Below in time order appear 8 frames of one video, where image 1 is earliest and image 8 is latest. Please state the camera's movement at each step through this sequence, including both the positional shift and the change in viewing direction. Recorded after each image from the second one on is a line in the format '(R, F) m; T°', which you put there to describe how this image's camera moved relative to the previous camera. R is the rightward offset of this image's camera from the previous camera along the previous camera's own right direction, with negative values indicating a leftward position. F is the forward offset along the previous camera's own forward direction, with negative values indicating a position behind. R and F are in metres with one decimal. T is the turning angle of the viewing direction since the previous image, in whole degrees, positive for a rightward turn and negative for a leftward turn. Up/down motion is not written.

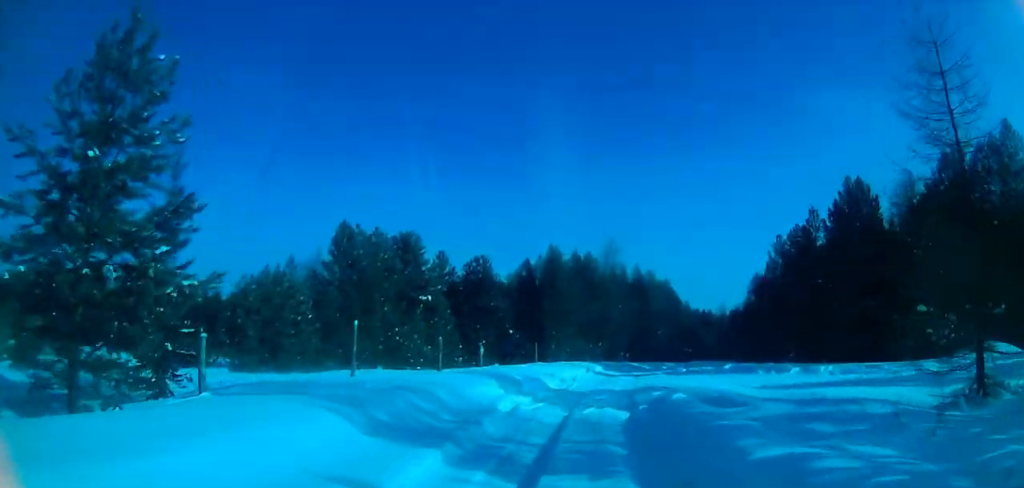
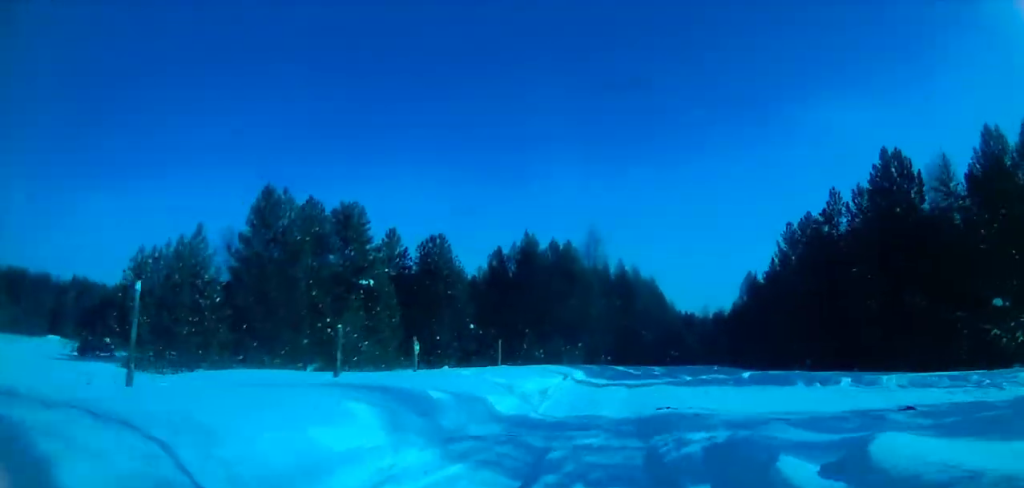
(0.0, +8.7) m; 0°
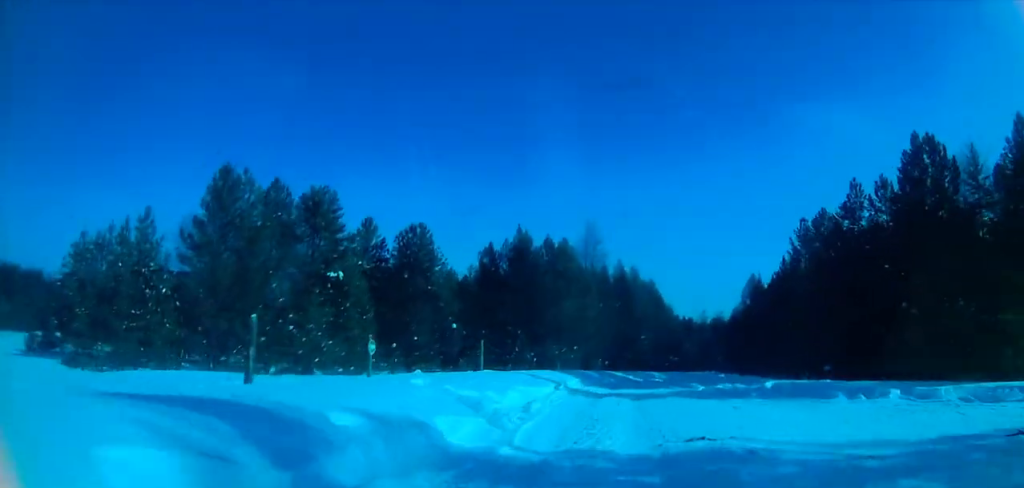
(0.0, +4.4) m; 0°
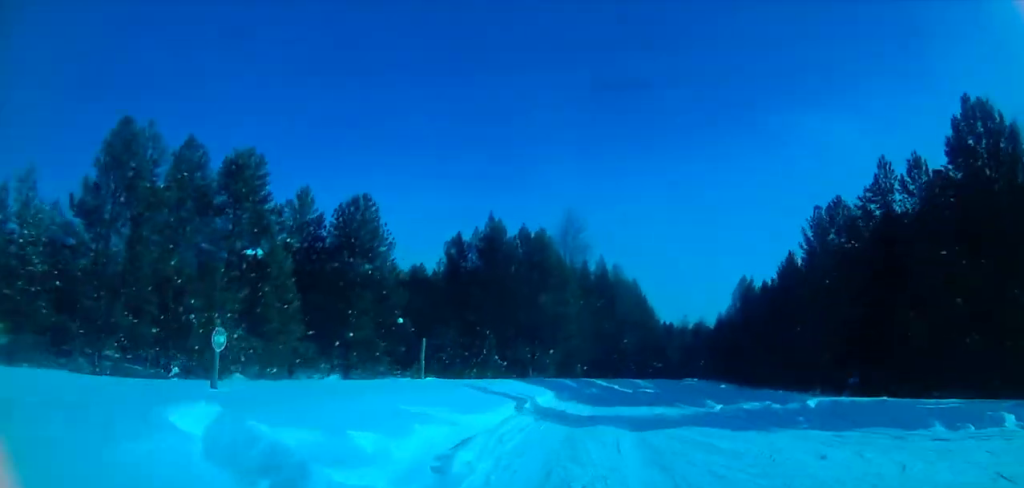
(0.0, +7.1) m; 0°
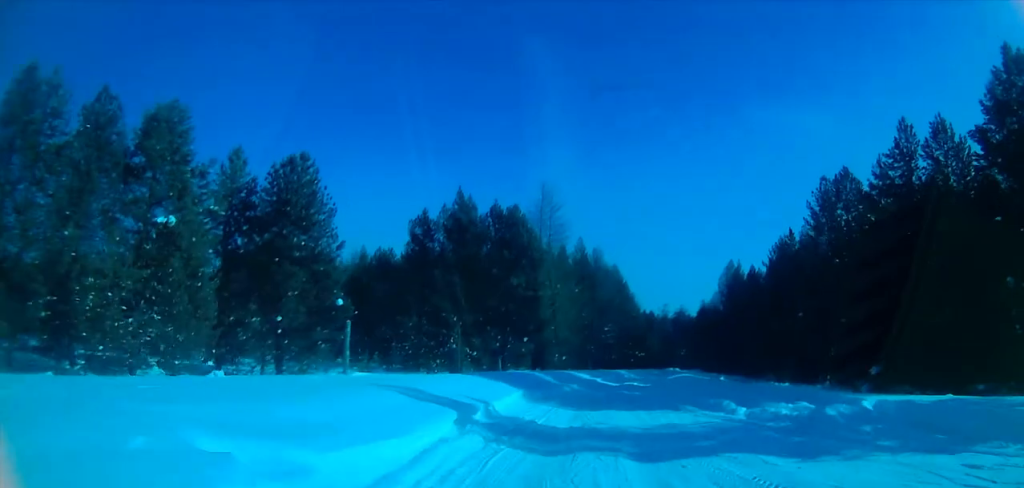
(0.0, +5.3) m; 0°
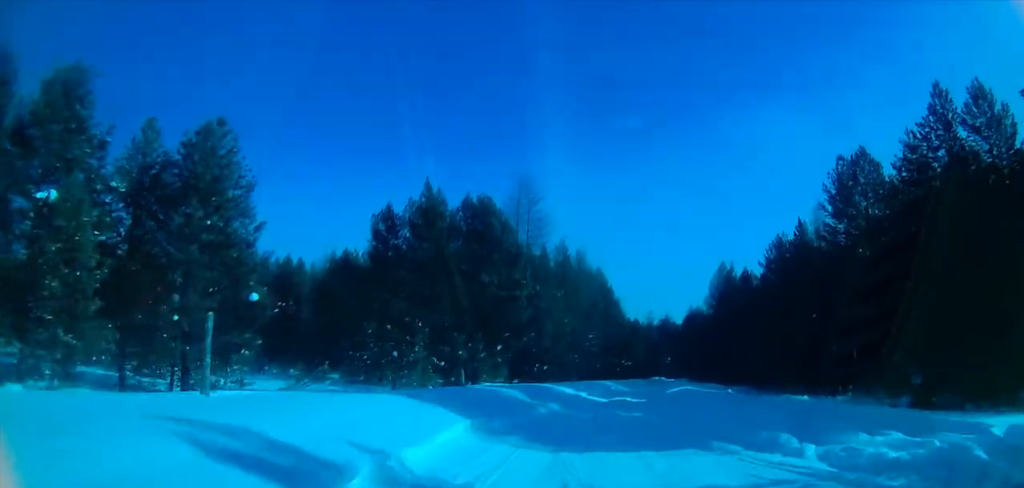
(0.0, +5.6) m; 0°
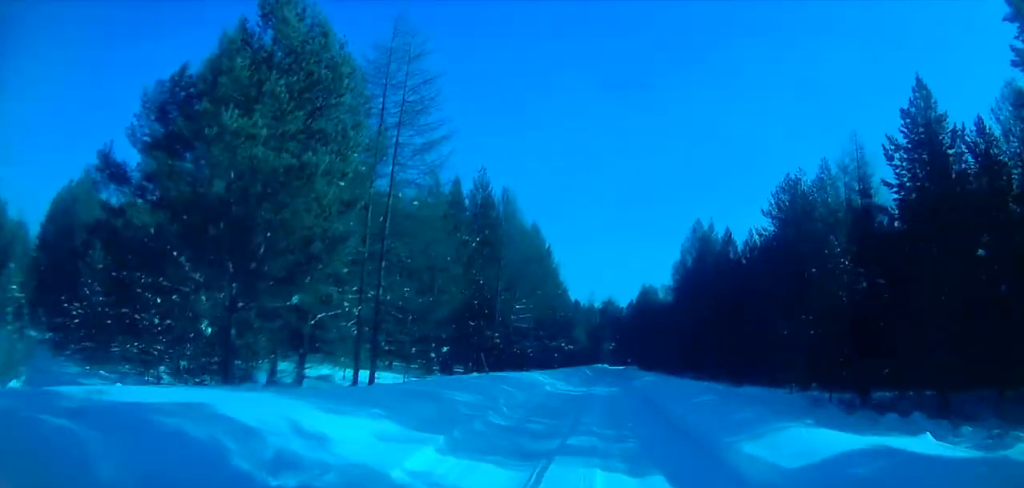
(+2.0, +21.6) m; +11°
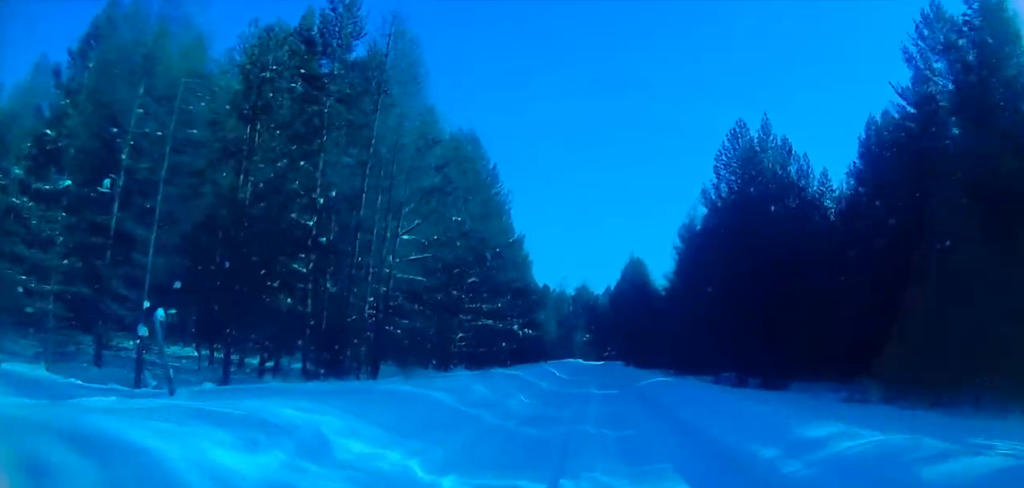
(+0.7, +27.8) m; +1°
